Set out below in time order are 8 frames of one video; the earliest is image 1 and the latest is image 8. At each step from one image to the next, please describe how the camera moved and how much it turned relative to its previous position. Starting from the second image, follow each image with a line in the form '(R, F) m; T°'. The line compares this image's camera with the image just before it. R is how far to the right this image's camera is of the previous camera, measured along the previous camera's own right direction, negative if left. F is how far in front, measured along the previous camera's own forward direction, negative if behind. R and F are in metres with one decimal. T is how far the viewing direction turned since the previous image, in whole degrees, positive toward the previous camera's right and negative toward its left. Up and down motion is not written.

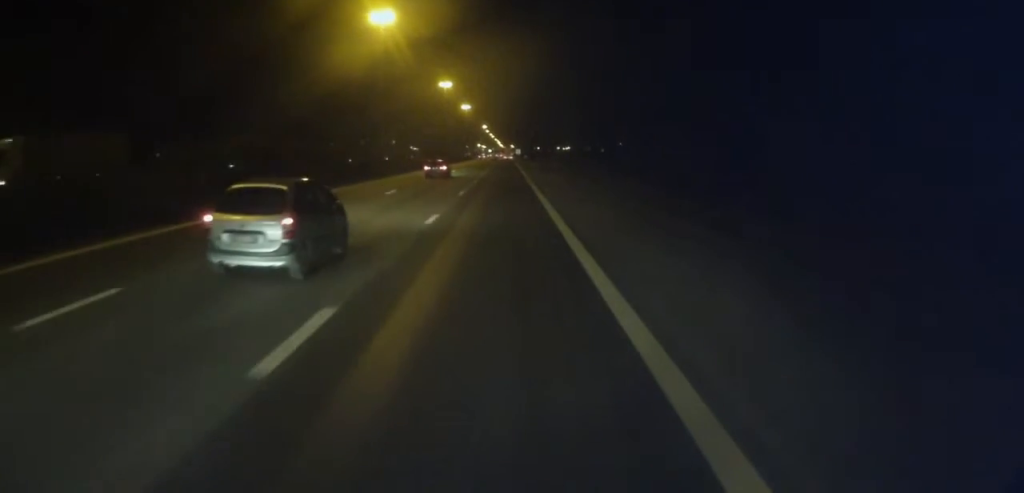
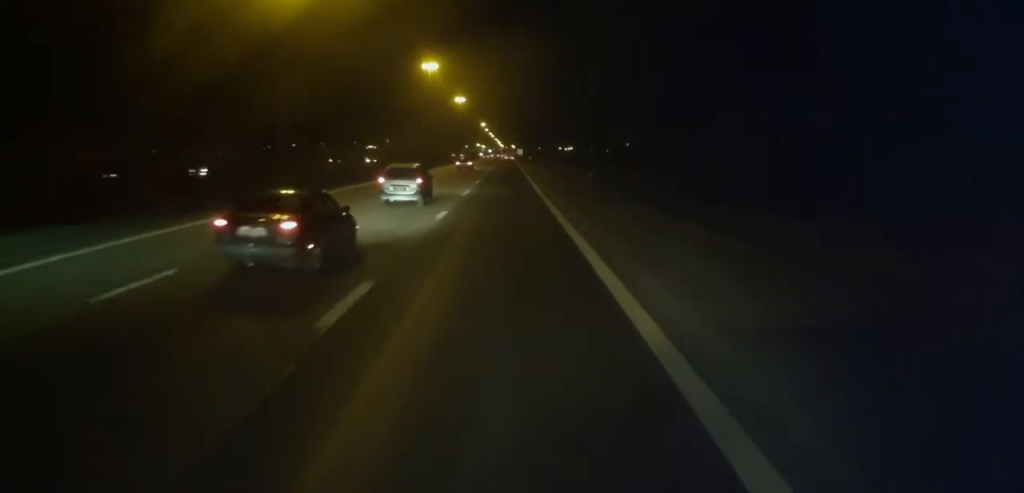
(0.0, +36.3) m; 0°
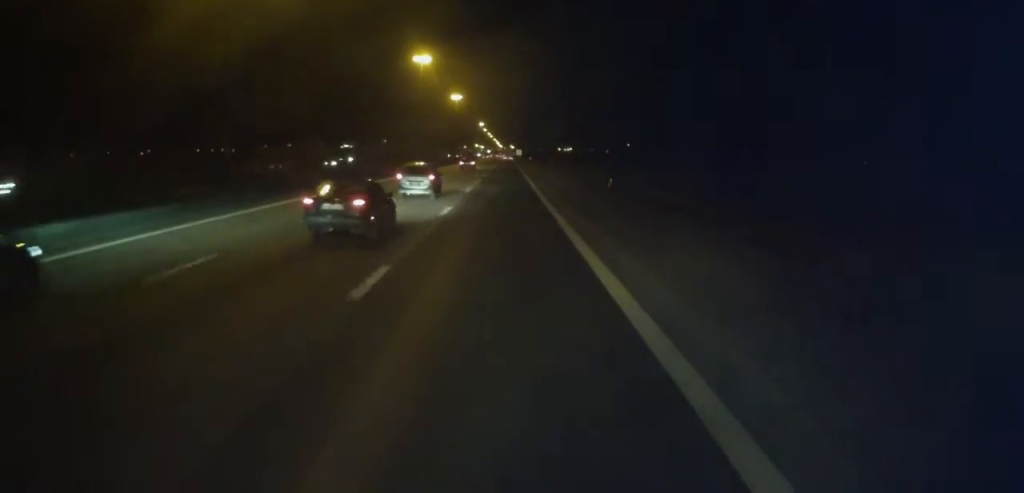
(0.0, +11.1) m; 0°
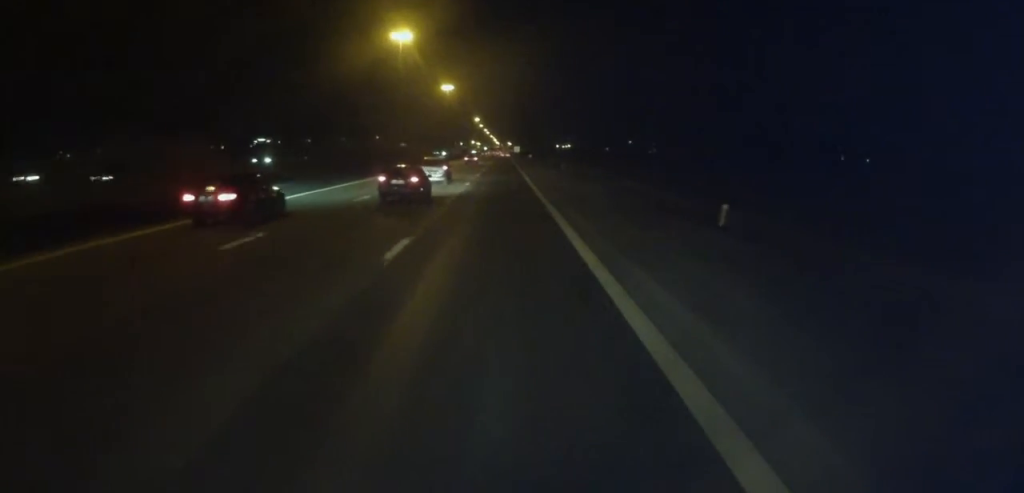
(0.0, +22.0) m; 0°
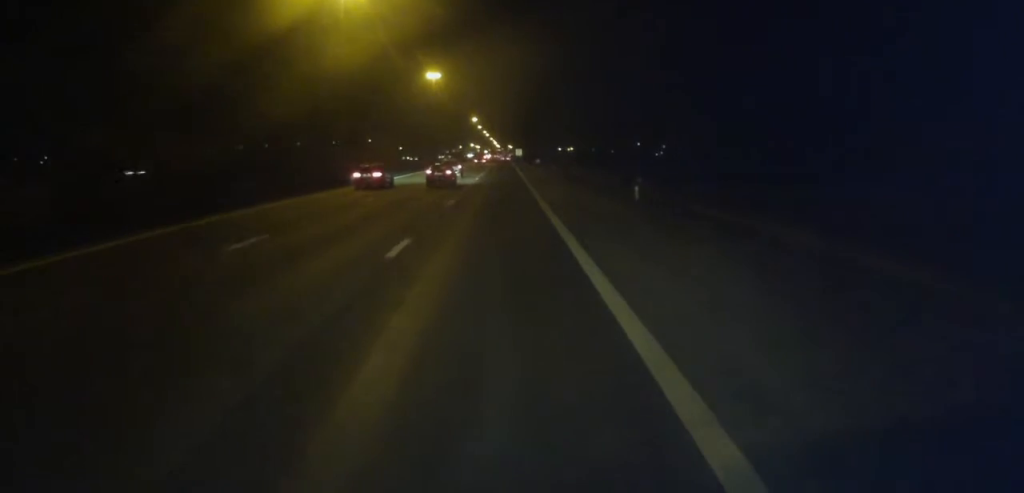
(-0.6, +36.9) m; -1°
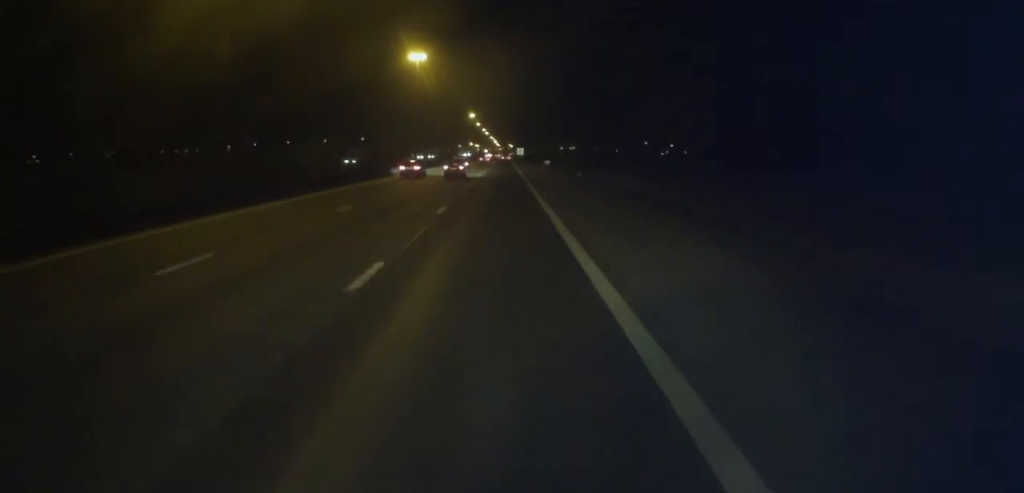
(+0.6, +28.2) m; +2°
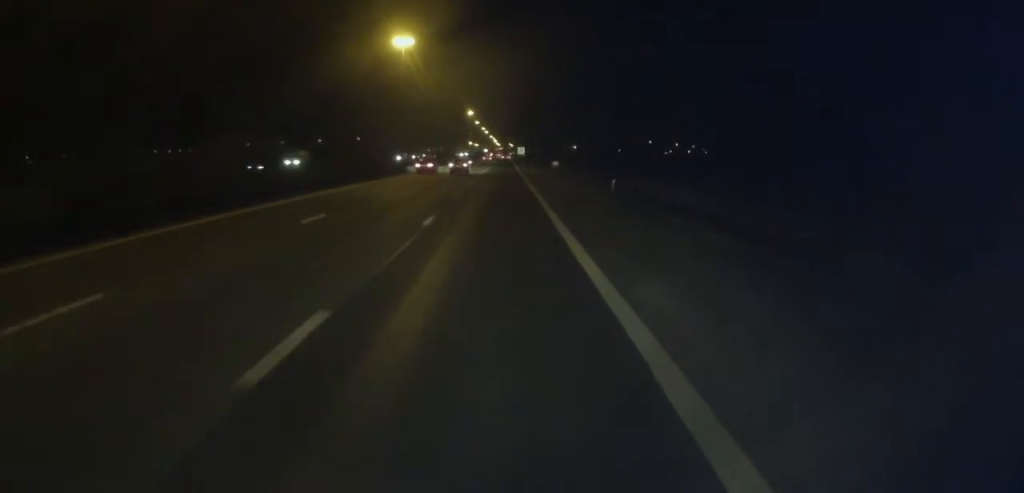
(0.0, +16.5) m; 0°
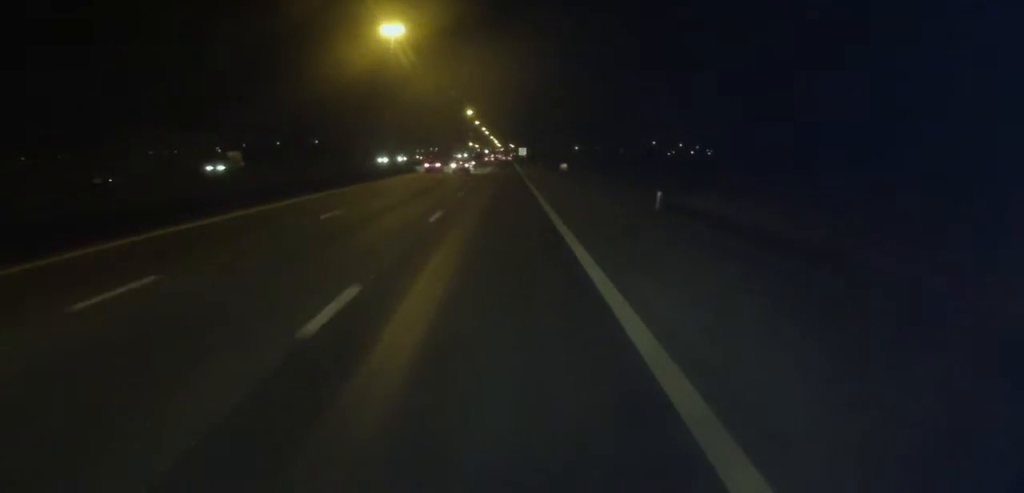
(-0.1, +11.0) m; -1°
